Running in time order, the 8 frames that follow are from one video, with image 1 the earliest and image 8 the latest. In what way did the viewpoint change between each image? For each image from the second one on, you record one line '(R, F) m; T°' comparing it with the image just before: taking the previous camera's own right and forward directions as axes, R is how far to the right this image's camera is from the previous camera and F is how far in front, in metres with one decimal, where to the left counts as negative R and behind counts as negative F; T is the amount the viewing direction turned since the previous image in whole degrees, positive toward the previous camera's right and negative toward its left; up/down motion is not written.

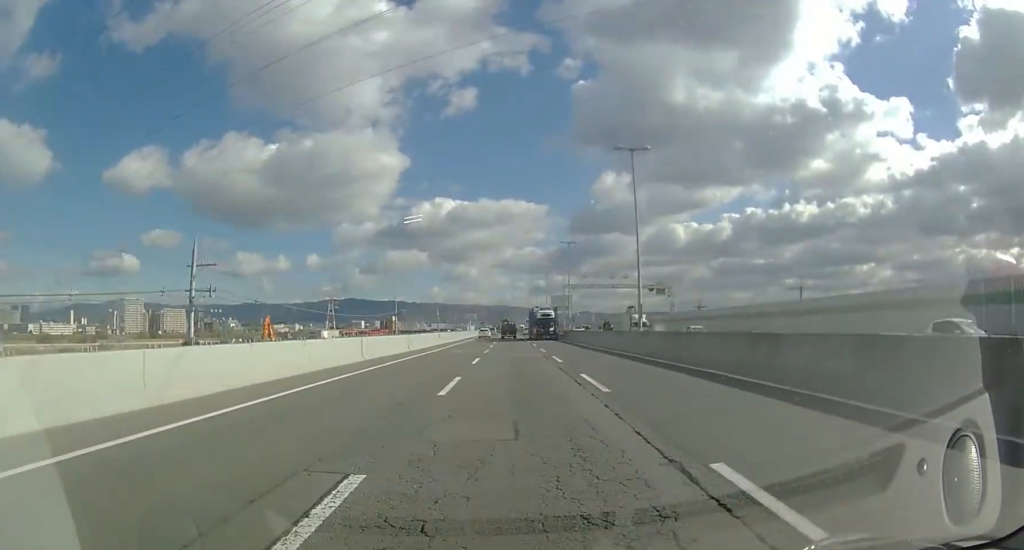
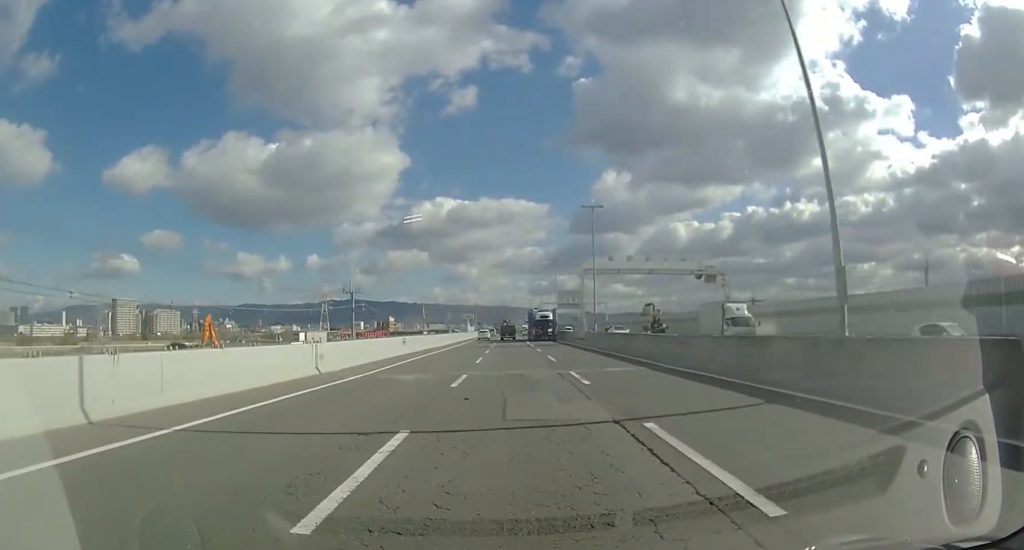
(-0.1, +17.3) m; 0°
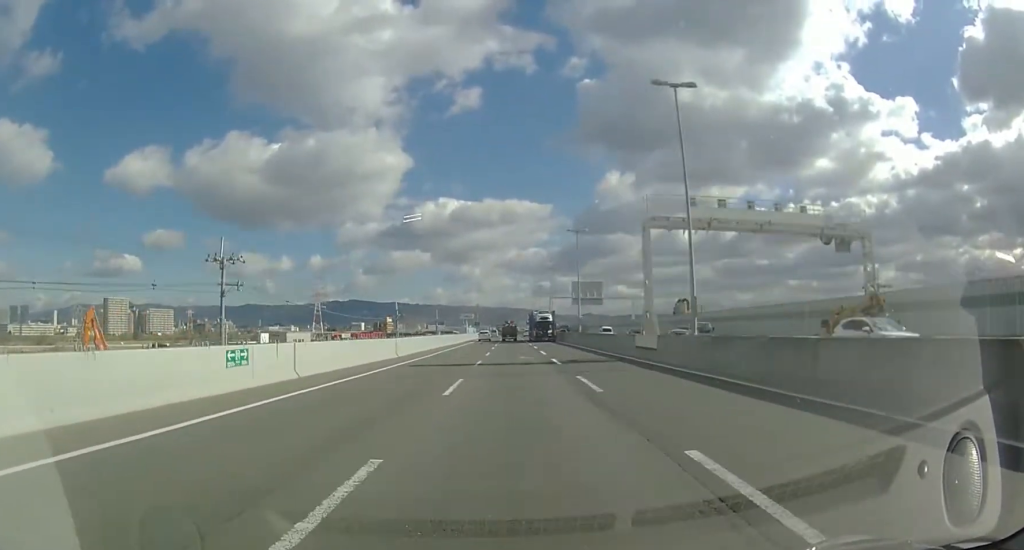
(-0.1, +22.1) m; 0°
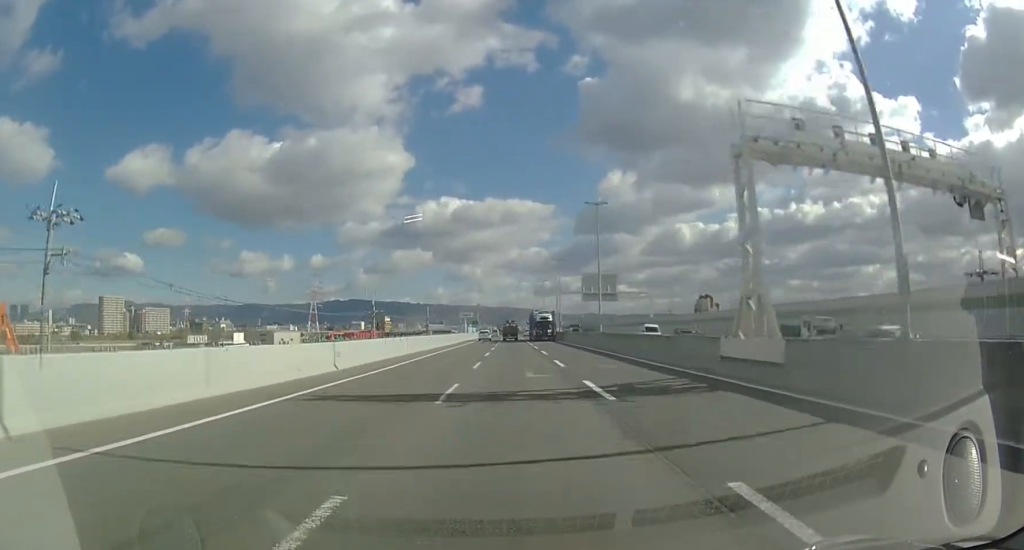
(0.0, +10.6) m; 0°
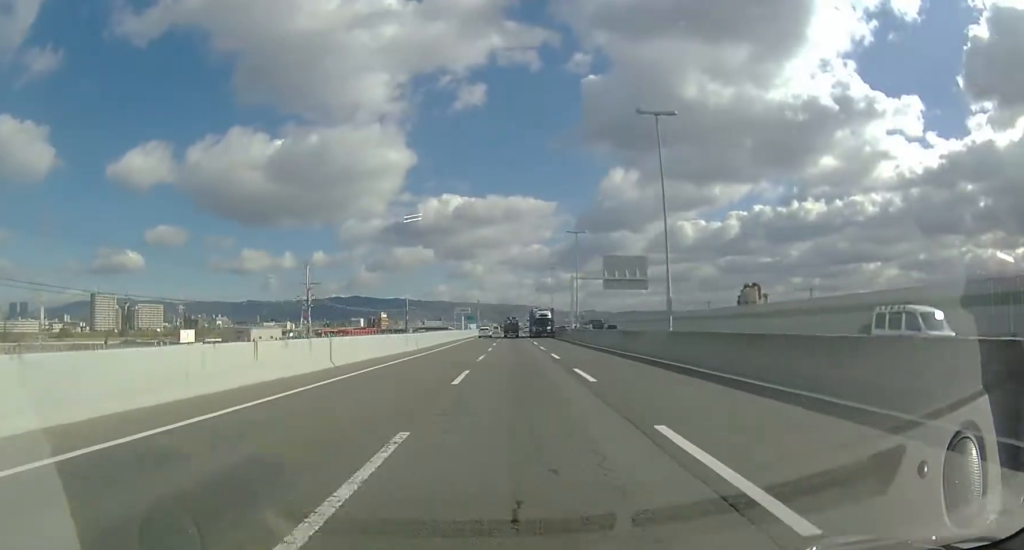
(0.0, +17.5) m; 0°
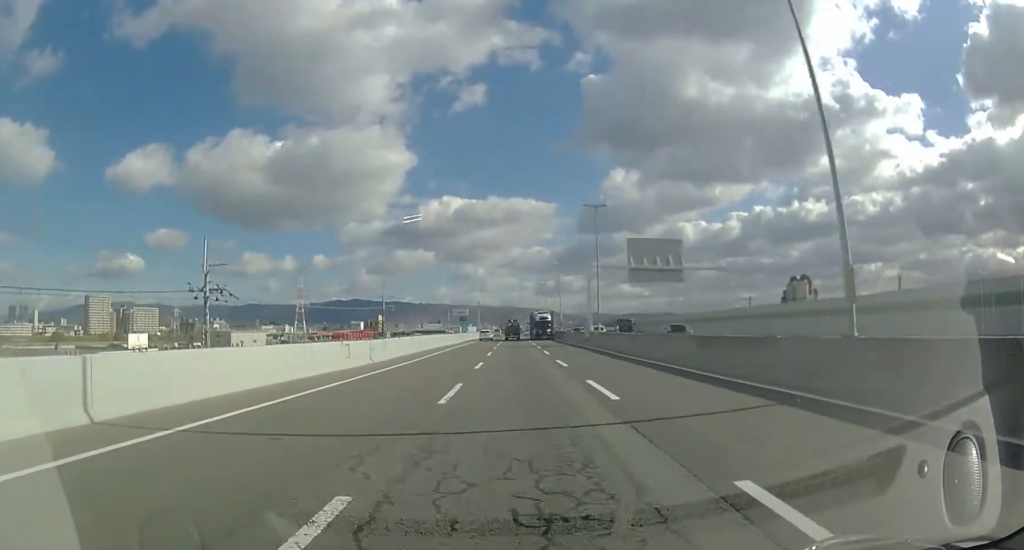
(-0.1, +13.0) m; 0°
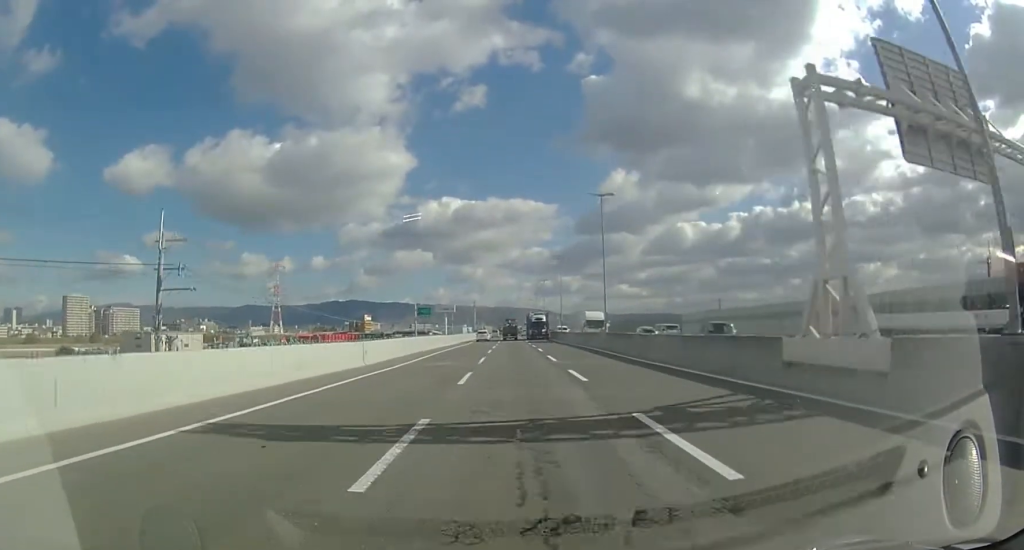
(+0.4, +36.1) m; +1°
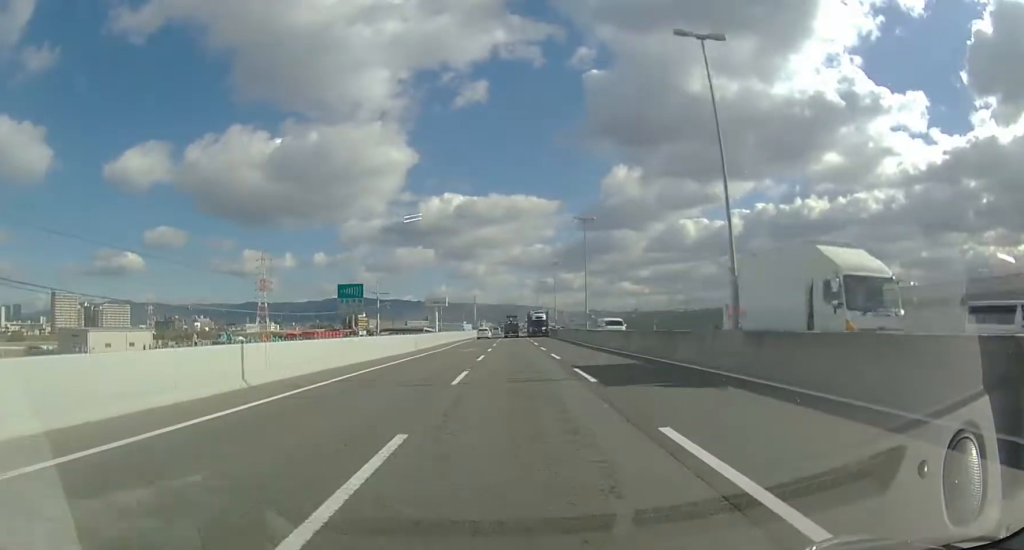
(-0.1, +21.4) m; 0°
